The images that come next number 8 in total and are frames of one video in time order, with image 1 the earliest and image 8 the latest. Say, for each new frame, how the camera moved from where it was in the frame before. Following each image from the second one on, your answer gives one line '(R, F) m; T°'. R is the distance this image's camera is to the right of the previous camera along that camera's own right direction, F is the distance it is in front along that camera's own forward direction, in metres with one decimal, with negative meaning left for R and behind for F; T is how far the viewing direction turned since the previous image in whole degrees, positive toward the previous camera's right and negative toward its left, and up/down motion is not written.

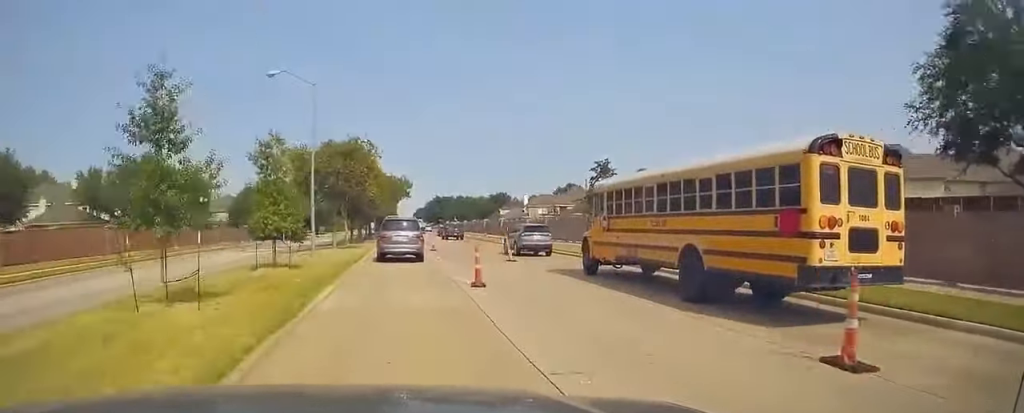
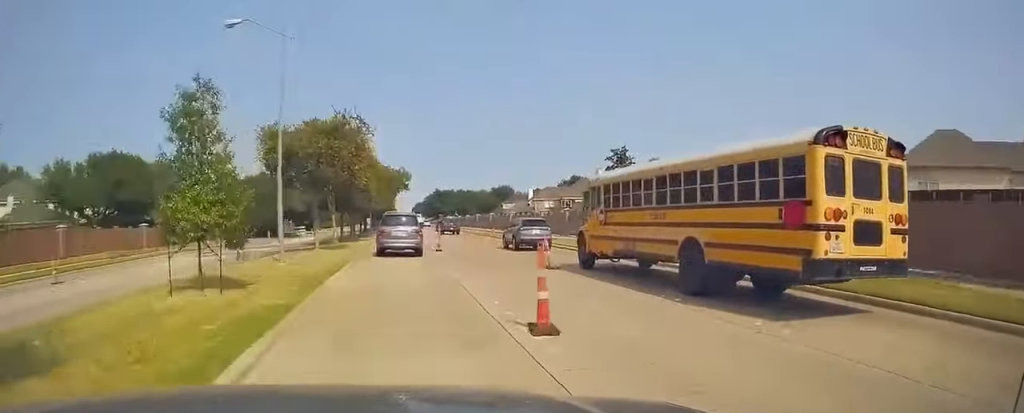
(0.0, +7.7) m; 0°
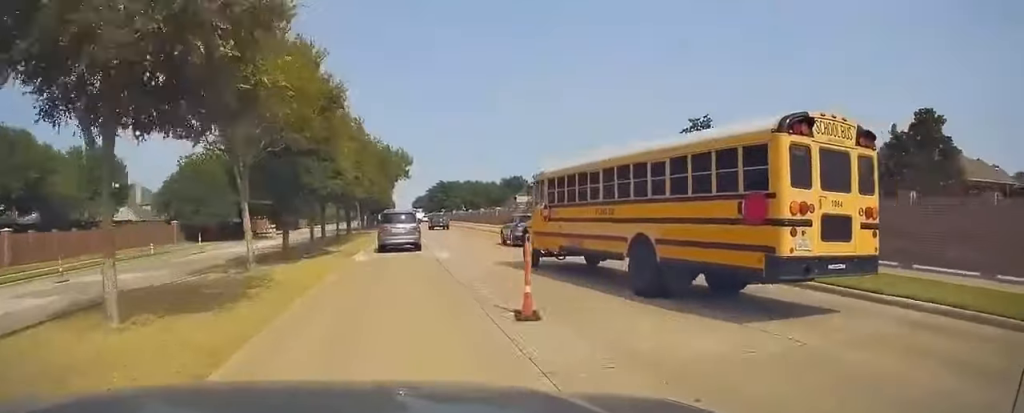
(0.0, +21.7) m; 0°
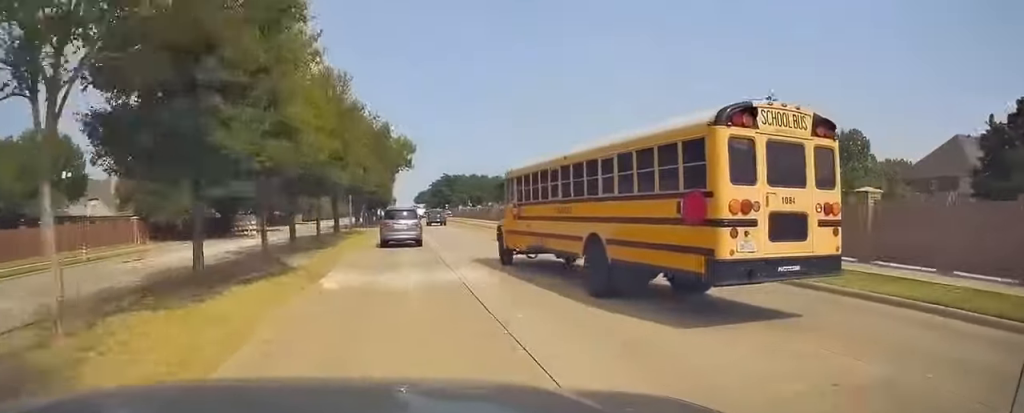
(0.0, +10.4) m; 0°
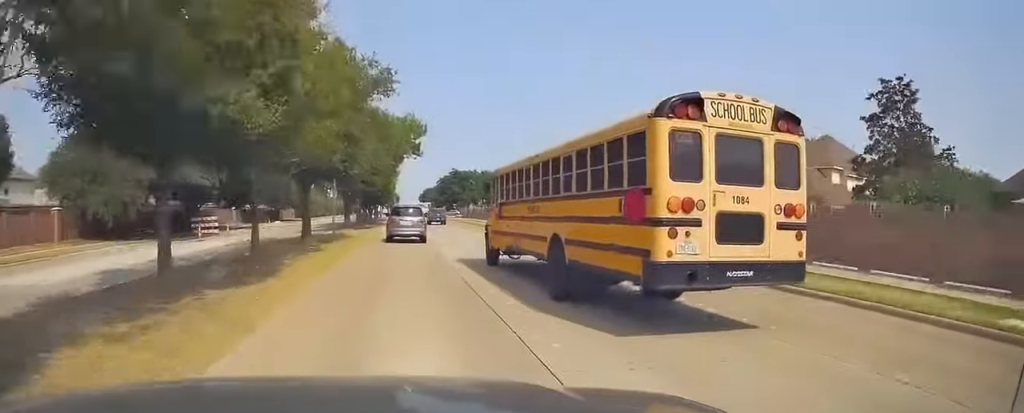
(0.0, +13.6) m; 0°
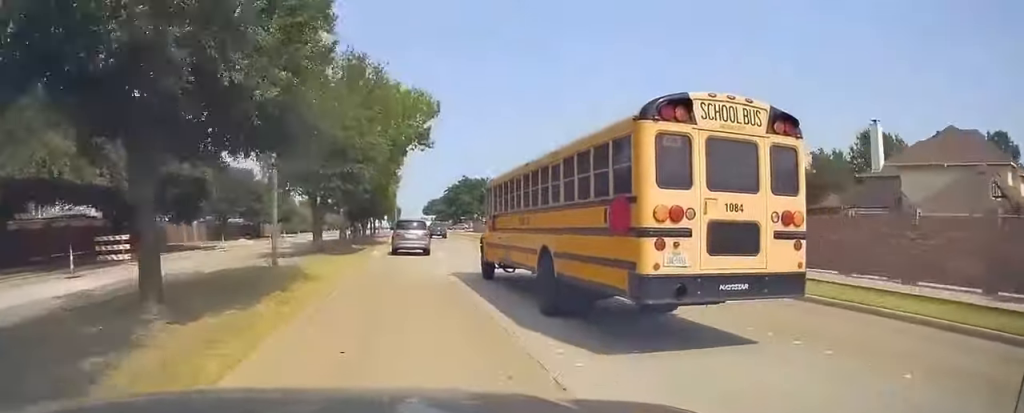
(0.0, +16.5) m; 0°
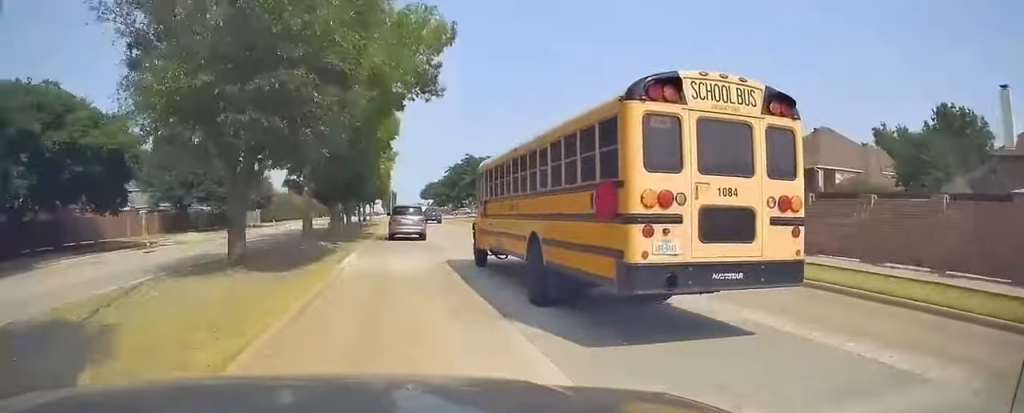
(0.0, +13.0) m; 0°
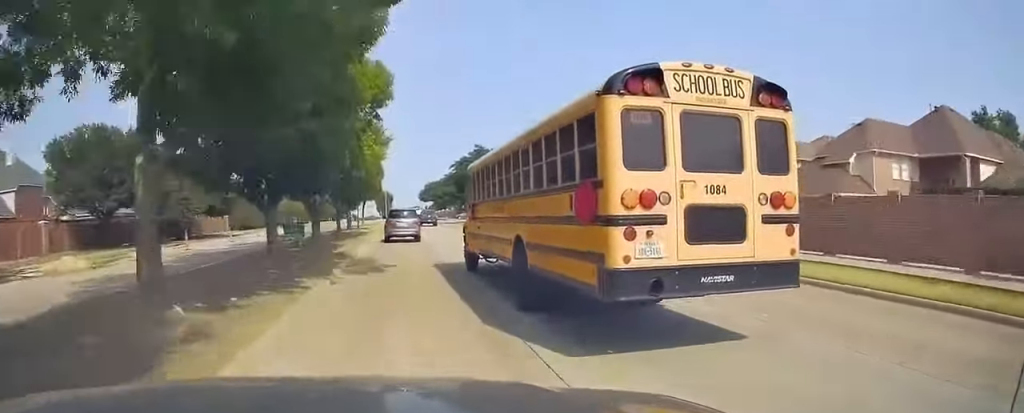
(-0.1, +16.0) m; -1°
